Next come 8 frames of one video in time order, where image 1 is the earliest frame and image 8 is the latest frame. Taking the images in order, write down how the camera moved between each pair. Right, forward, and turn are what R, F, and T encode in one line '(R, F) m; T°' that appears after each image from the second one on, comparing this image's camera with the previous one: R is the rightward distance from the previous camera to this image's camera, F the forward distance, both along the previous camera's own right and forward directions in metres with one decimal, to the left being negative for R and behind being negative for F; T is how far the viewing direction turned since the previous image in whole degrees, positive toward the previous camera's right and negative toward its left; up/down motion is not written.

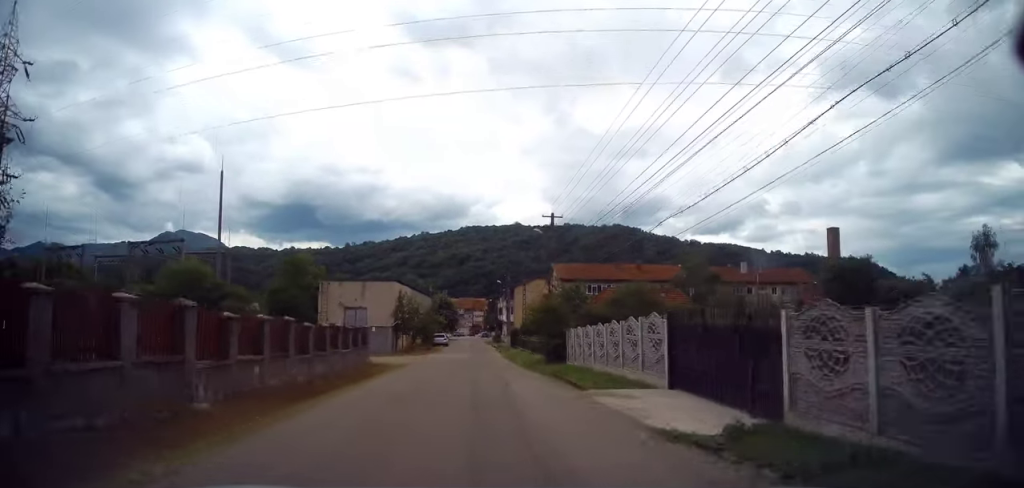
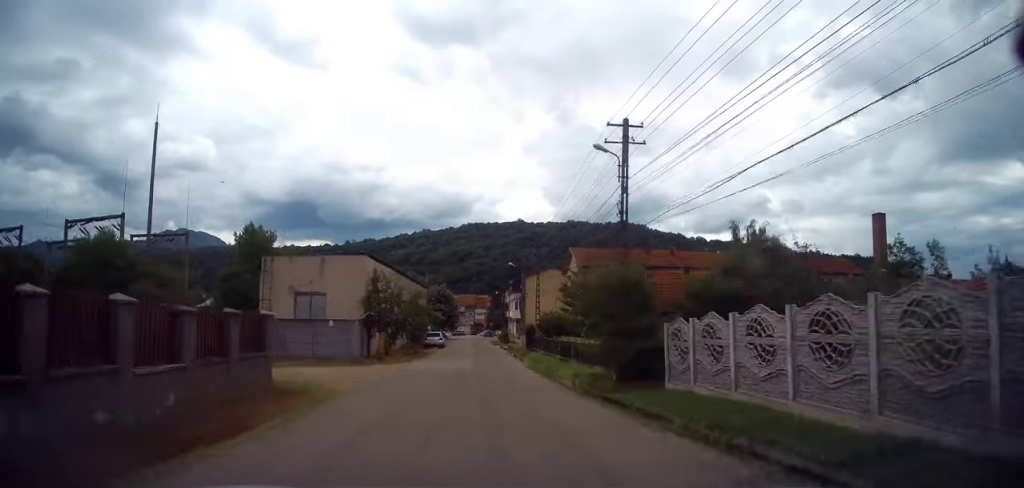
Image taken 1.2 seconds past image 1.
(-0.3, +13.5) m; 0°
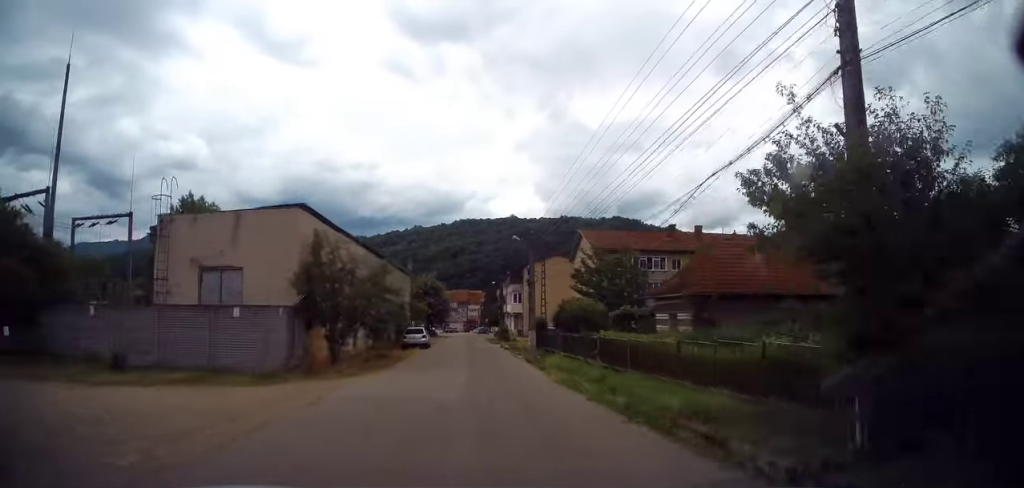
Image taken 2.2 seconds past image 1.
(+0.2, +10.9) m; 0°
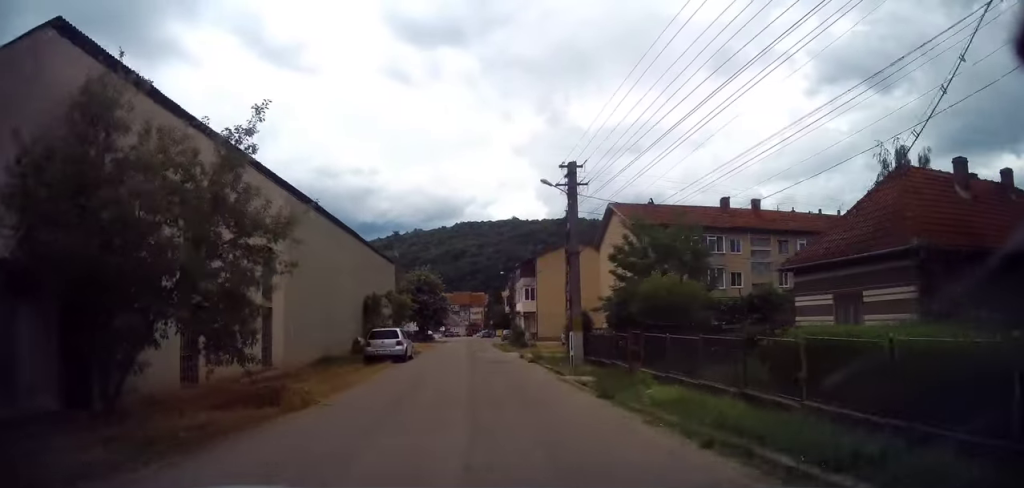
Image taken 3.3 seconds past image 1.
(0.0, +13.2) m; 0°
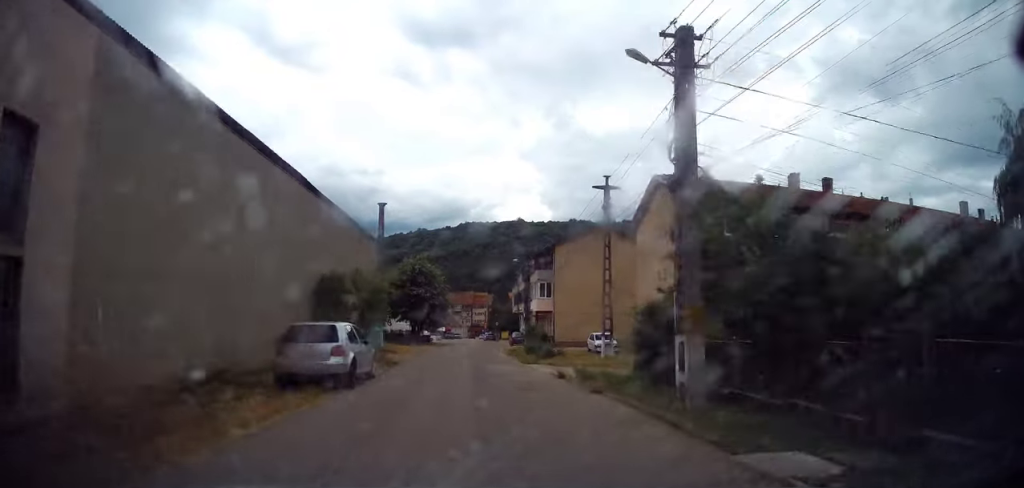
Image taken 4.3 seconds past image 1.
(-0.1, +10.9) m; 0°
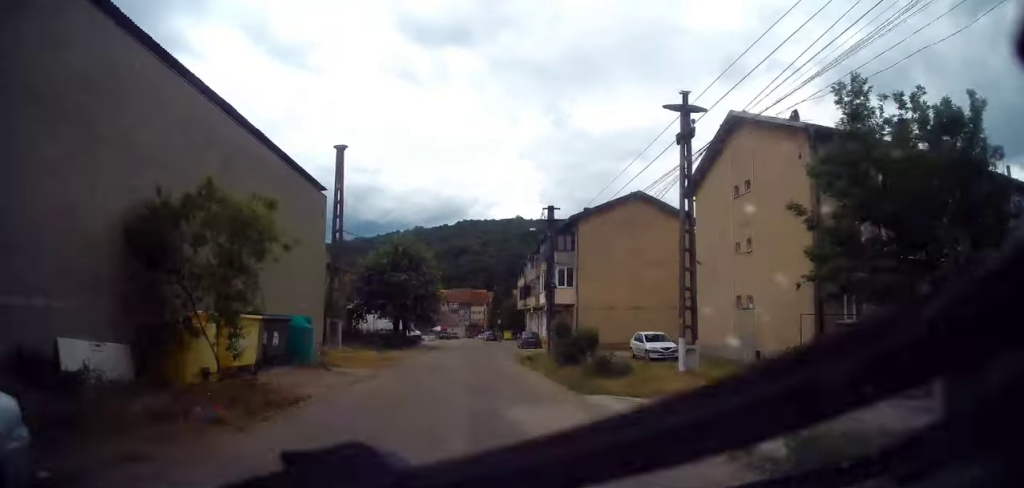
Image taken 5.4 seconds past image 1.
(+0.1, +12.0) m; 0°
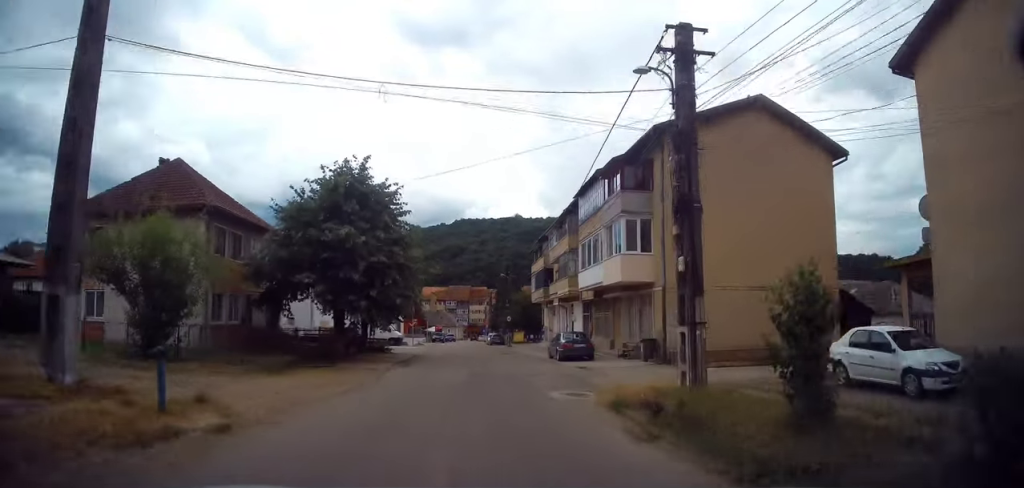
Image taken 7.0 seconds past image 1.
(-0.2, +18.5) m; 0°
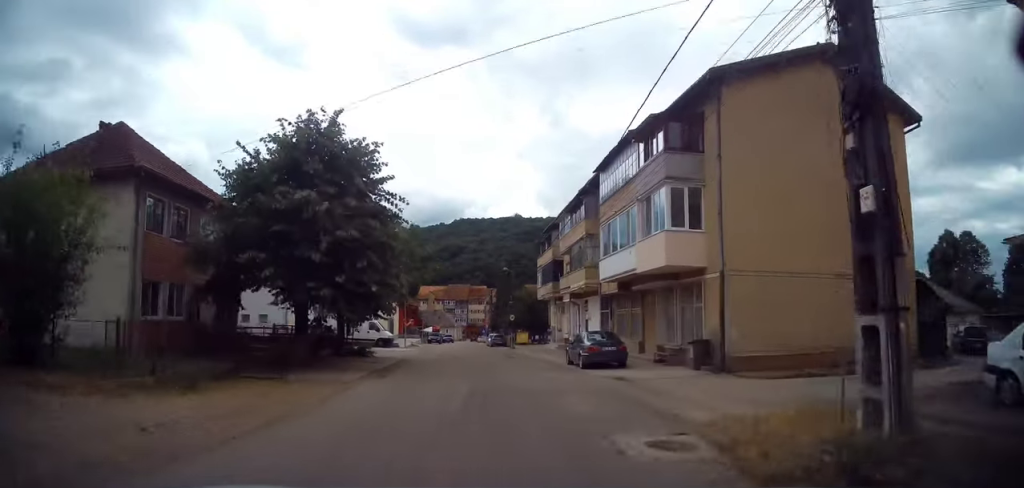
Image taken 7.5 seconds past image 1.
(+0.3, +5.5) m; 0°
